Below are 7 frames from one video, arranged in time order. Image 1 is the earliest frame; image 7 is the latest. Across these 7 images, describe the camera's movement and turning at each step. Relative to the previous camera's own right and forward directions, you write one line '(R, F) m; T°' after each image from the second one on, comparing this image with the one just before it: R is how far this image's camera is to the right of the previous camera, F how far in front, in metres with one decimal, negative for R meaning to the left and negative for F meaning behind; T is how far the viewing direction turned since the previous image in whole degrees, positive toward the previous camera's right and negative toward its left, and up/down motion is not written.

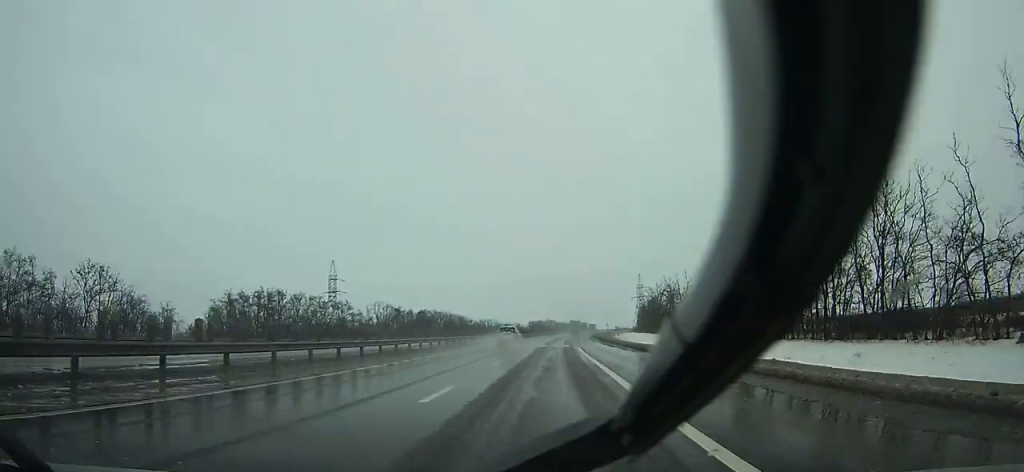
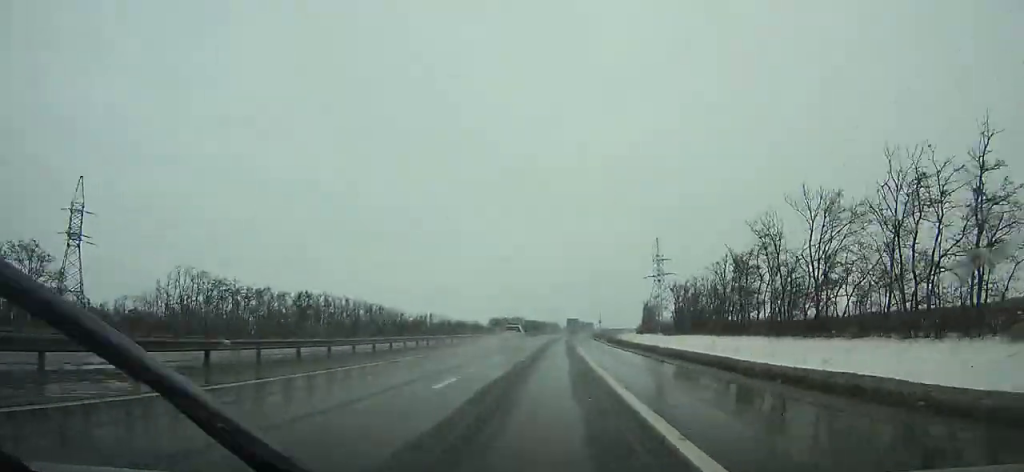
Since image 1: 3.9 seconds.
(+2.3, +104.5) m; +3°
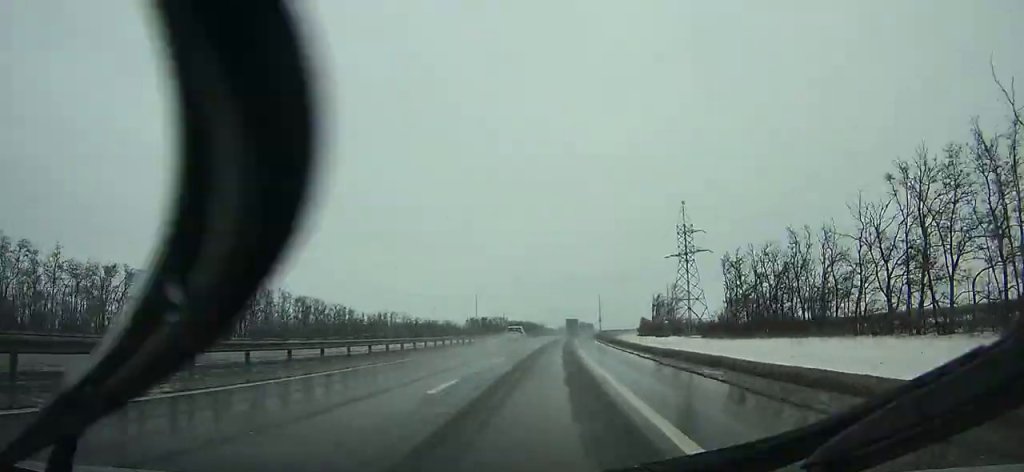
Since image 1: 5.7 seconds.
(+0.8, +48.5) m; +1°
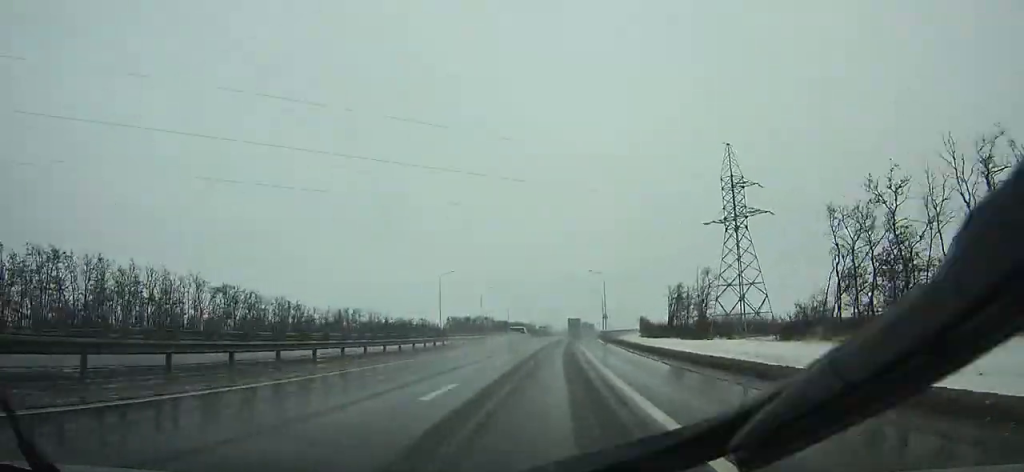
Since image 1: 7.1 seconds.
(+0.2, +37.7) m; +1°
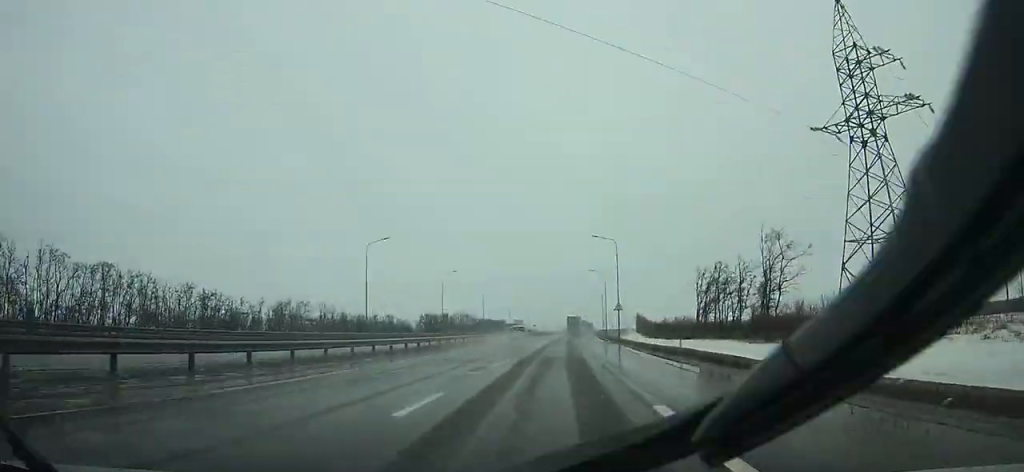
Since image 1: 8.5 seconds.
(+0.4, +37.8) m; +1°
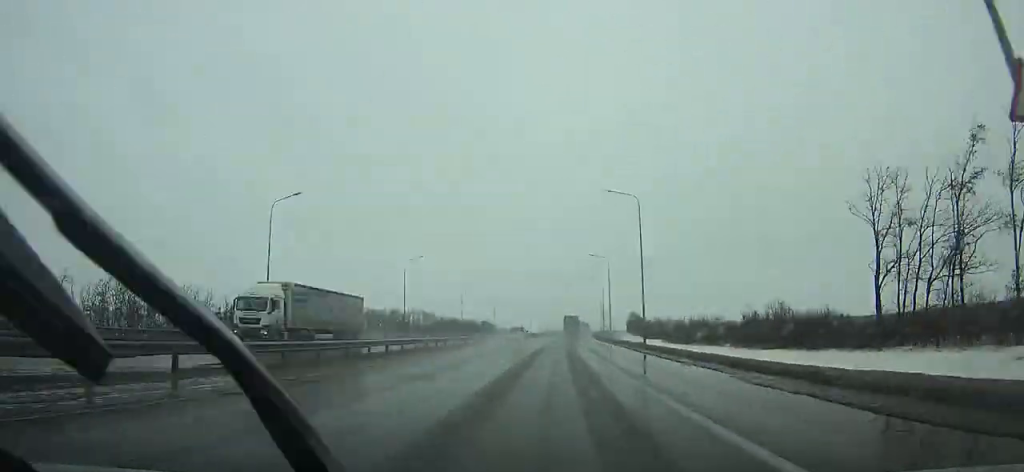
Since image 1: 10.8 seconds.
(+0.8, +62.1) m; +2°
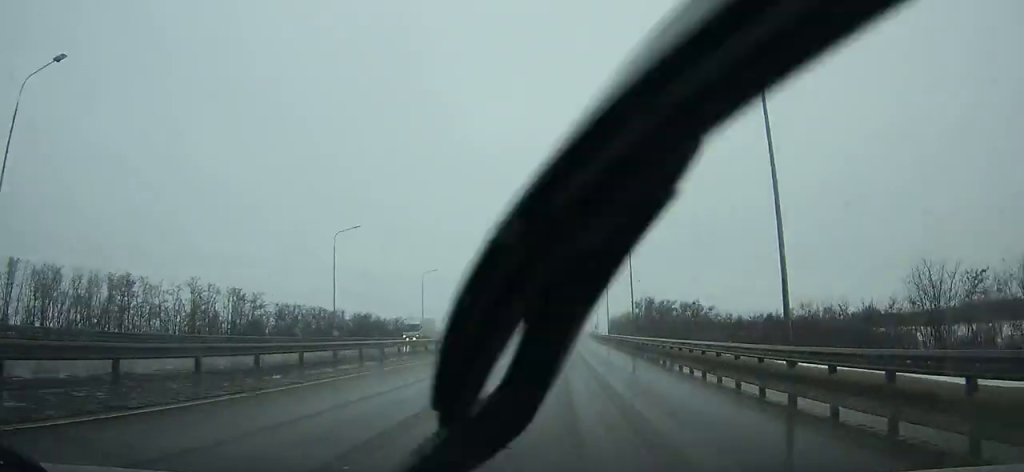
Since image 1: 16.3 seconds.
(+5.3, +148.4) m; +4°
